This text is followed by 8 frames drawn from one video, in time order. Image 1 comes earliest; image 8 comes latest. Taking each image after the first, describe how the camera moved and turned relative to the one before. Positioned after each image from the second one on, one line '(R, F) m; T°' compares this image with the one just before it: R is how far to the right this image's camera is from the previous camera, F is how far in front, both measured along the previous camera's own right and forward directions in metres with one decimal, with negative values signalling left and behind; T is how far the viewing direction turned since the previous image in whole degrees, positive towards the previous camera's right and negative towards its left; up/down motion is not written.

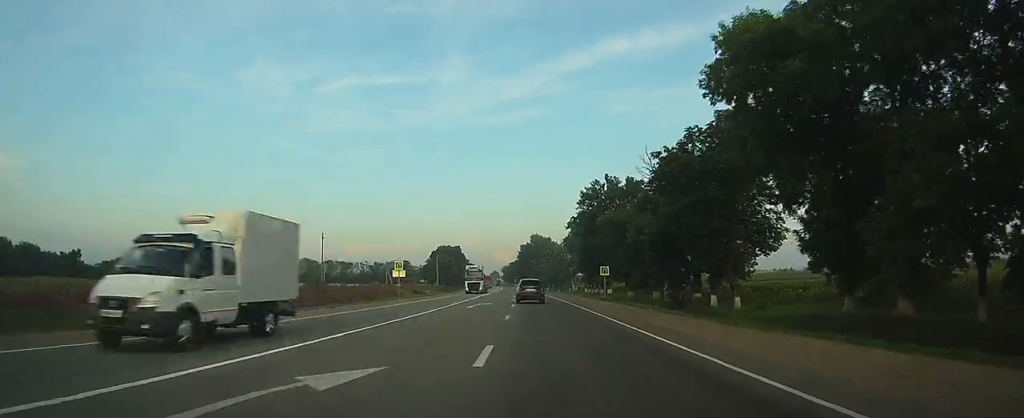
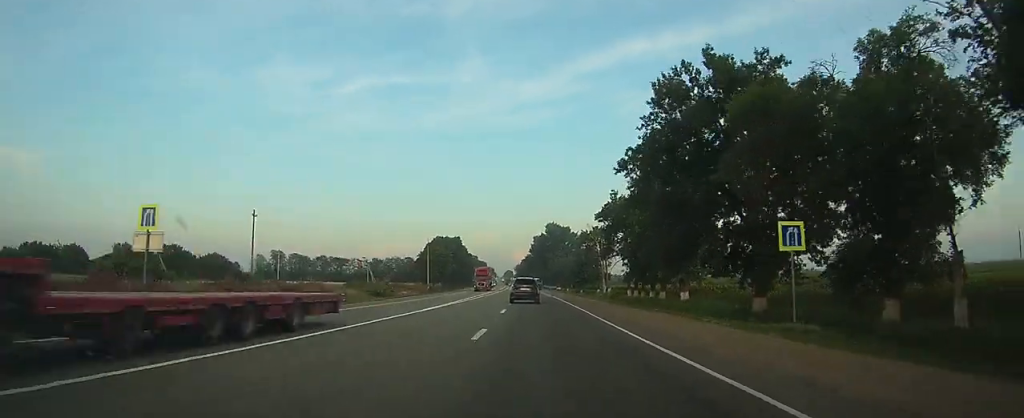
(-0.8, +44.9) m; -2°
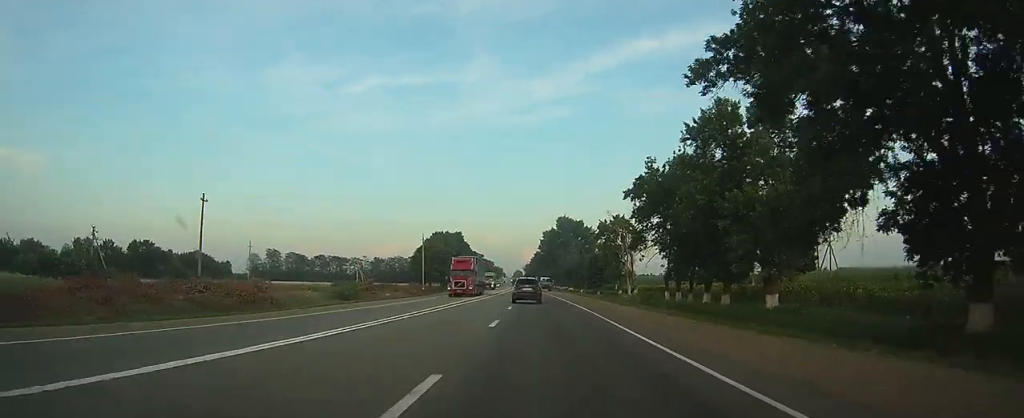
(-0.2, +20.5) m; -1°
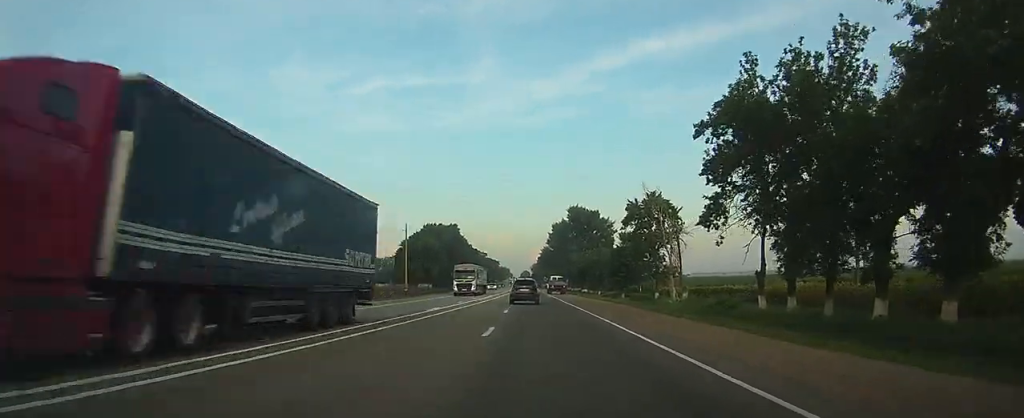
(-0.2, +27.2) m; -1°
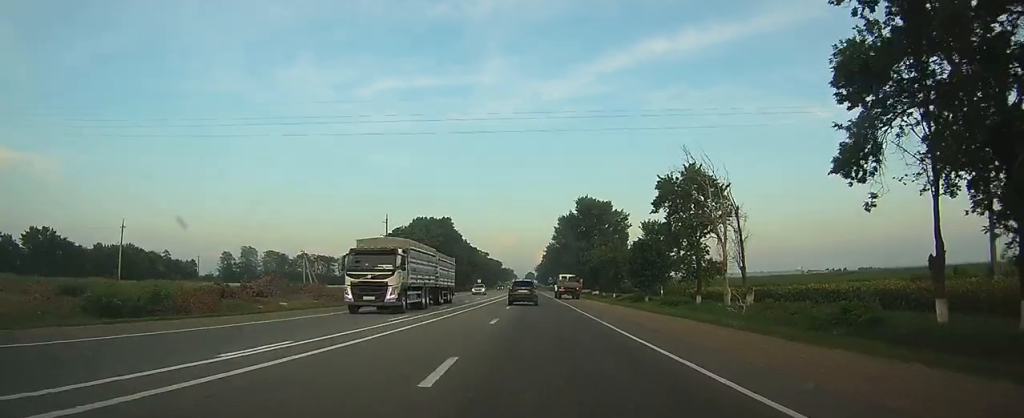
(-0.1, +19.1) m; -1°
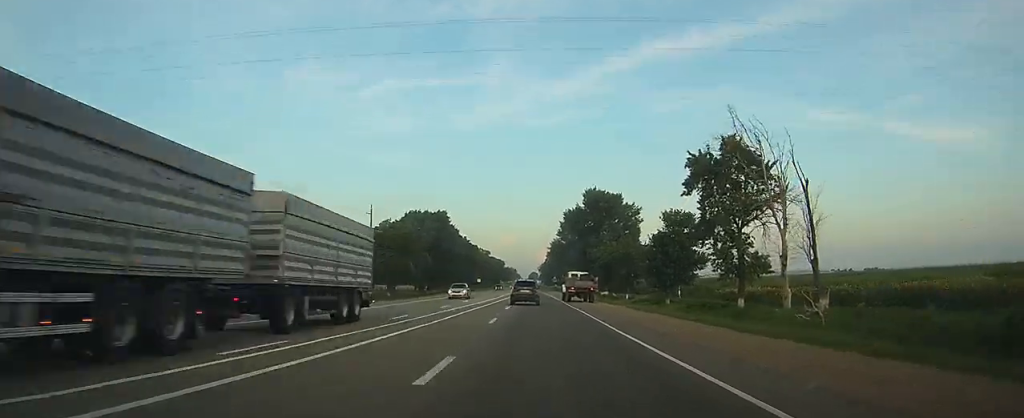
(0.0, +12.0) m; 0°
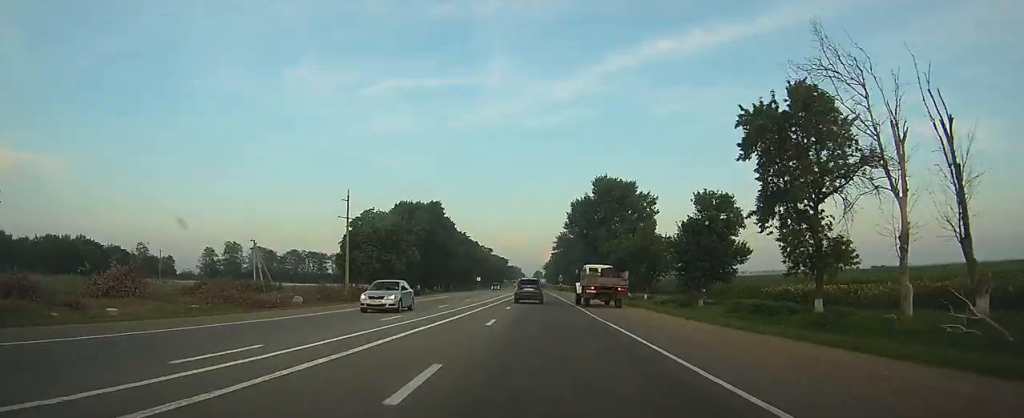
(0.0, +13.3) m; 0°
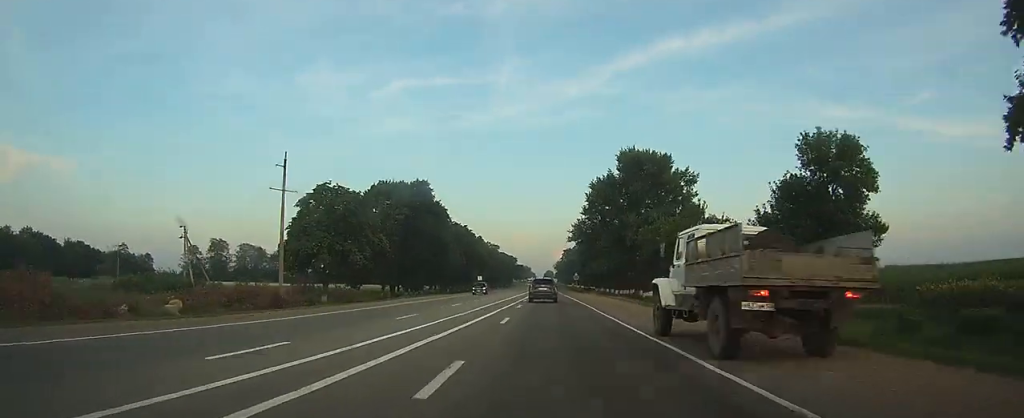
(-0.1, +23.2) m; -1°
